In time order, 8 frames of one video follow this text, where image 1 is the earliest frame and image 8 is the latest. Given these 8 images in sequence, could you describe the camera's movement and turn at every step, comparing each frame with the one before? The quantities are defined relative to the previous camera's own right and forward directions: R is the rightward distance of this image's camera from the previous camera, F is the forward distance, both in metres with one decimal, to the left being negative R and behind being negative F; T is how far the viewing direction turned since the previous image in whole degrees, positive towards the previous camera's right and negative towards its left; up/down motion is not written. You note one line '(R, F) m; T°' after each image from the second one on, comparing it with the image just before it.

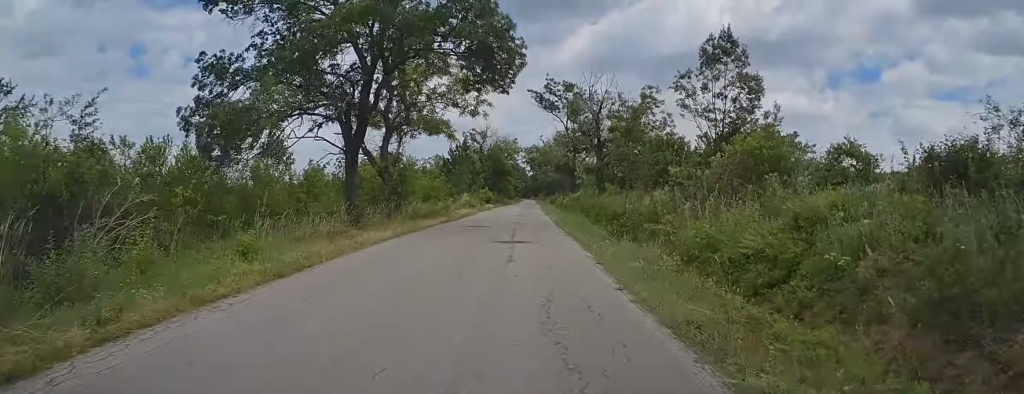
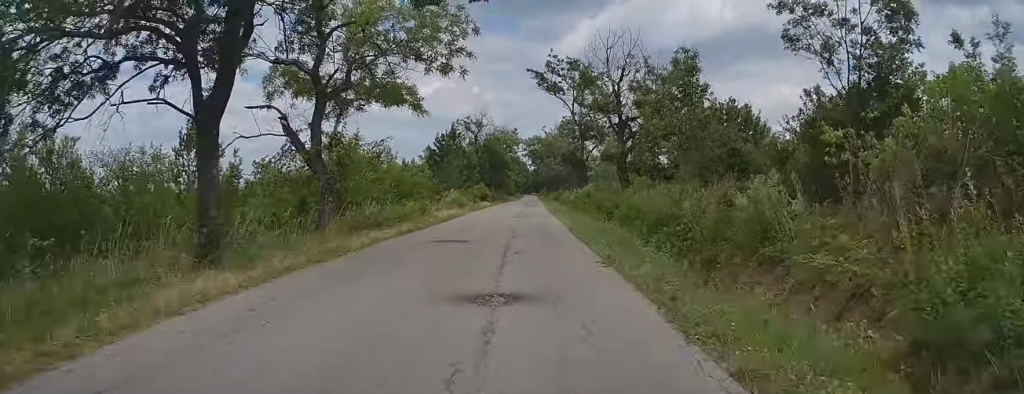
(+0.3, +10.5) m; 0°
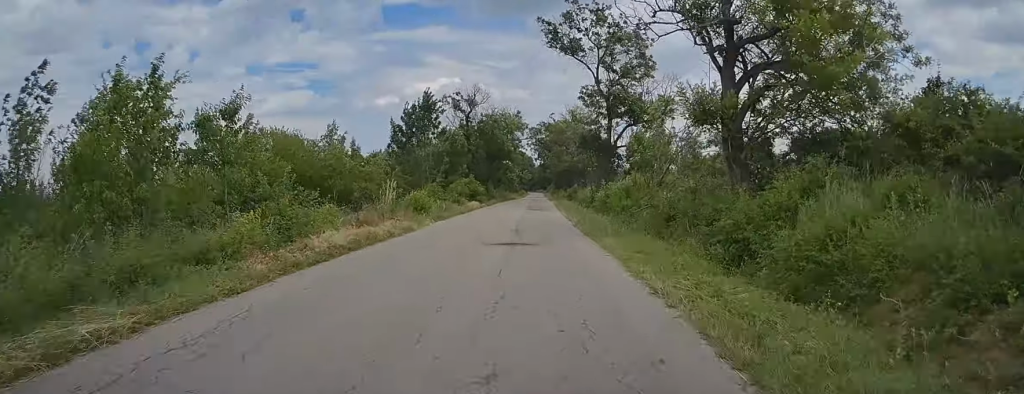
(-0.1, +19.0) m; 0°
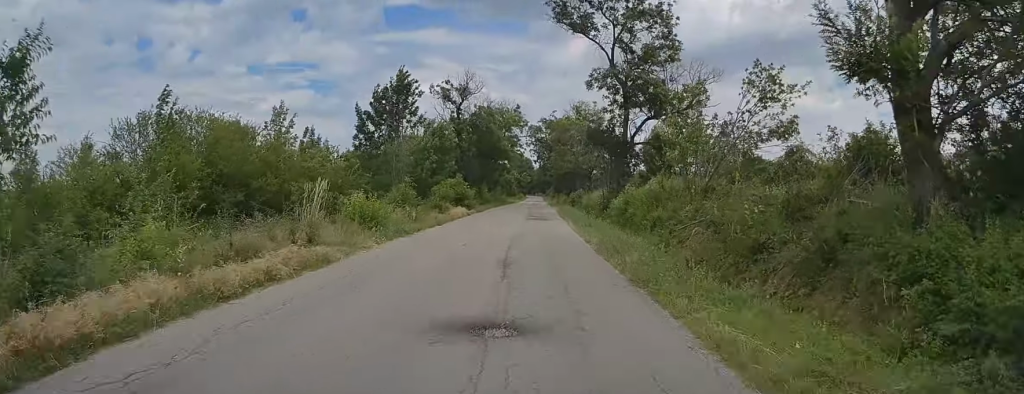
(-0.1, +8.5) m; 0°
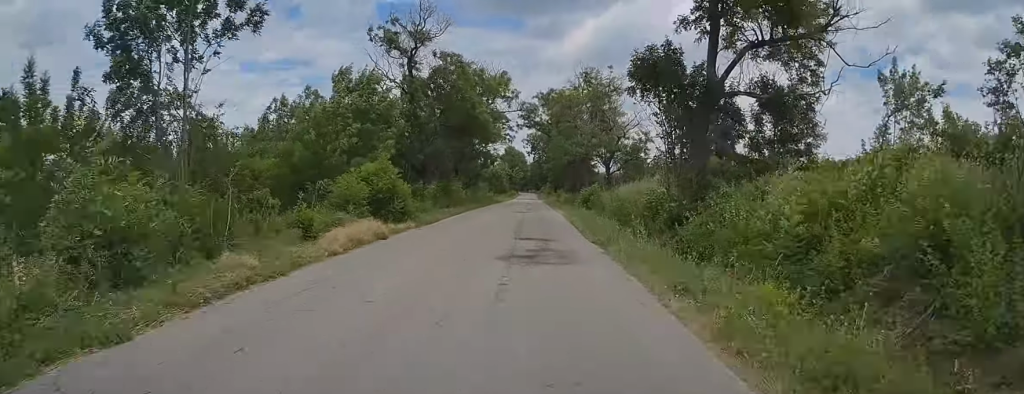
(+0.3, +21.0) m; 0°
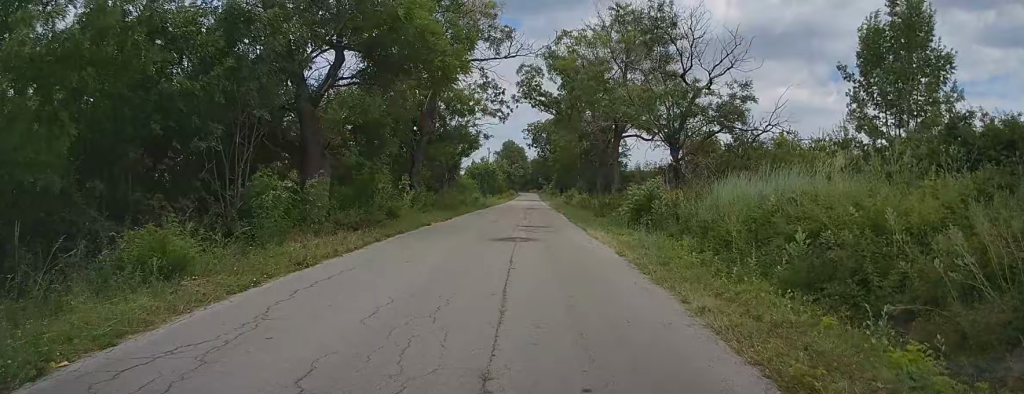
(-0.2, +21.6) m; 0°
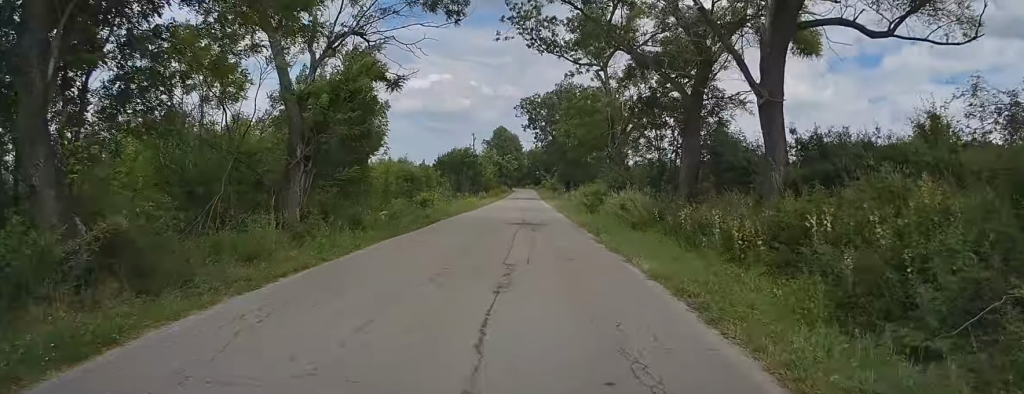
(+0.1, +28.3) m; 0°
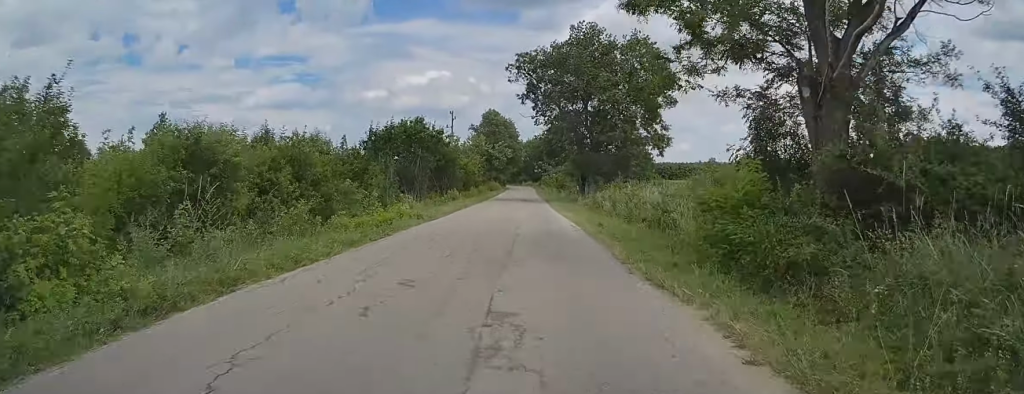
(+0.3, +28.5) m; +1°
